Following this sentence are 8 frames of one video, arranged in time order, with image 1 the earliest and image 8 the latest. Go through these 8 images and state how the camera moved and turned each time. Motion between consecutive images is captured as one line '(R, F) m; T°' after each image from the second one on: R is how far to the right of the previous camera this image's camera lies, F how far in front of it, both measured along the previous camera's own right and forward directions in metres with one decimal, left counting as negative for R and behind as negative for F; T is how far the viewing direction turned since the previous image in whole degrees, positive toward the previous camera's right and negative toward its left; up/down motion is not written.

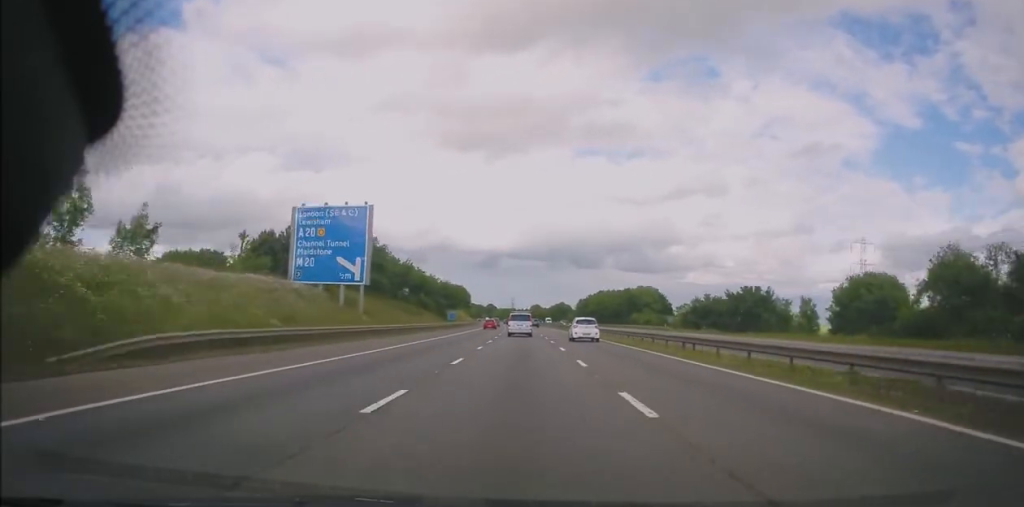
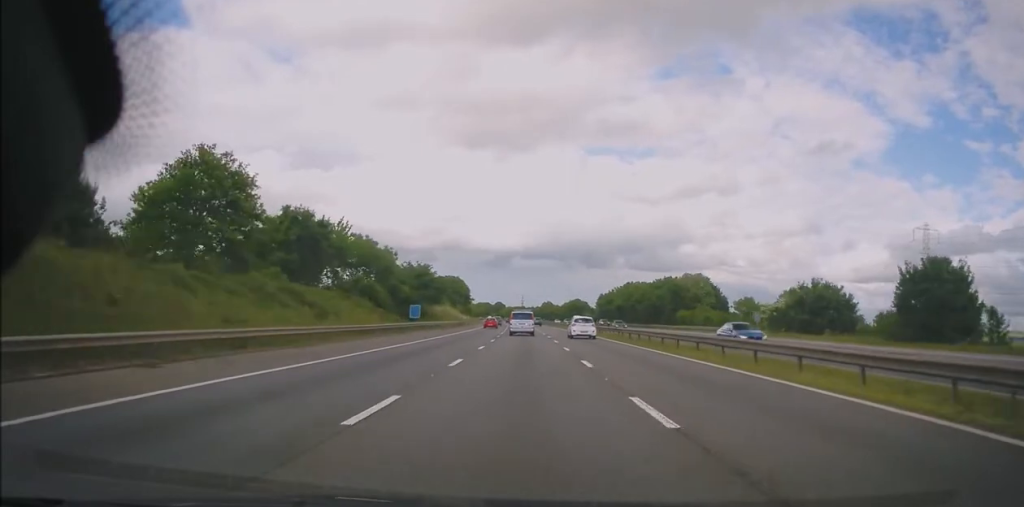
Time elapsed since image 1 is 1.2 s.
(-0.3, +36.8) m; -1°
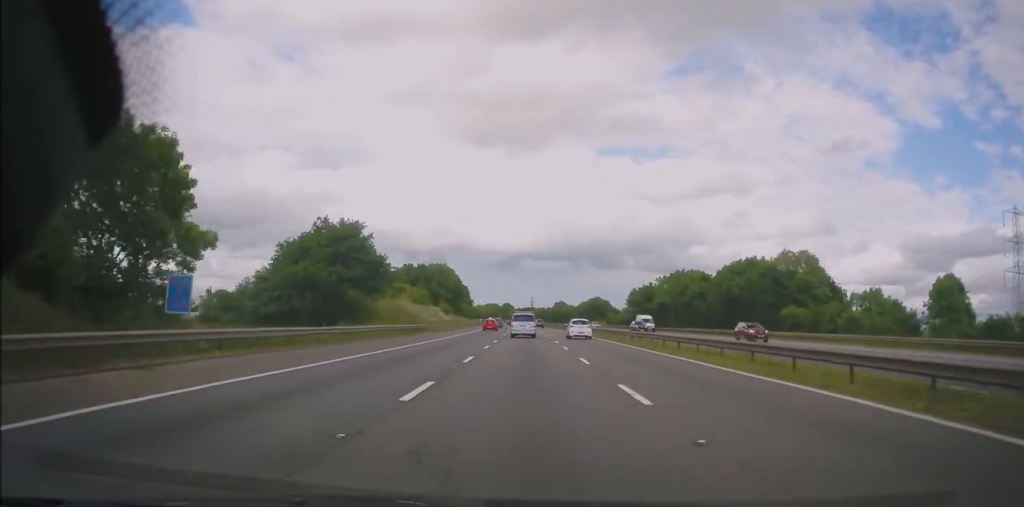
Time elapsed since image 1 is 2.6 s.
(-0.3, +42.3) m; -1°
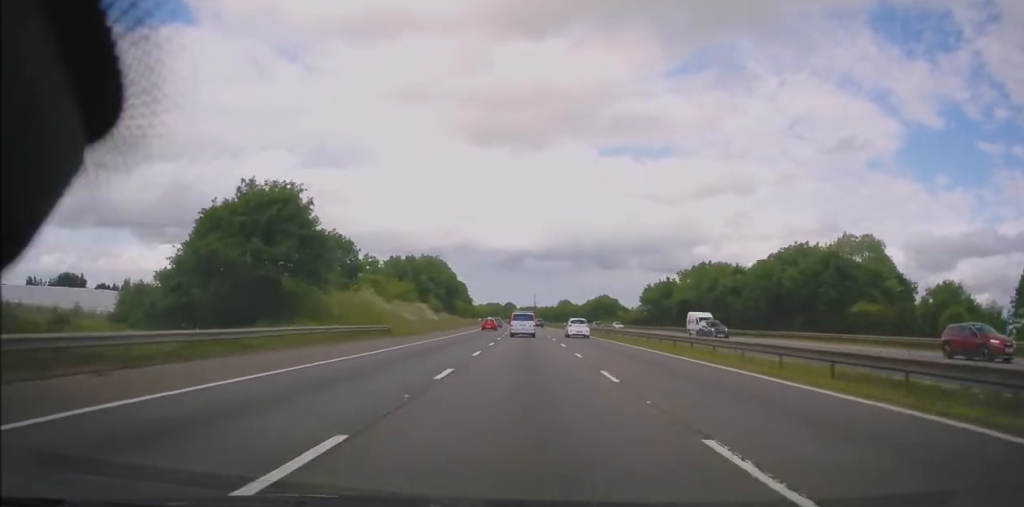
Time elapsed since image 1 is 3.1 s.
(-0.1, +15.0) m; 0°
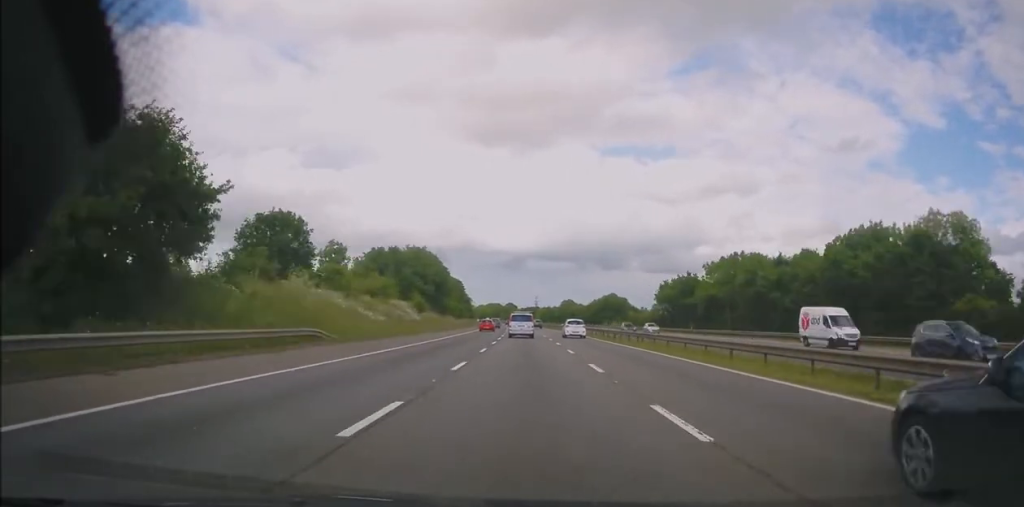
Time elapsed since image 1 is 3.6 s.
(-0.1, +14.9) m; 0°
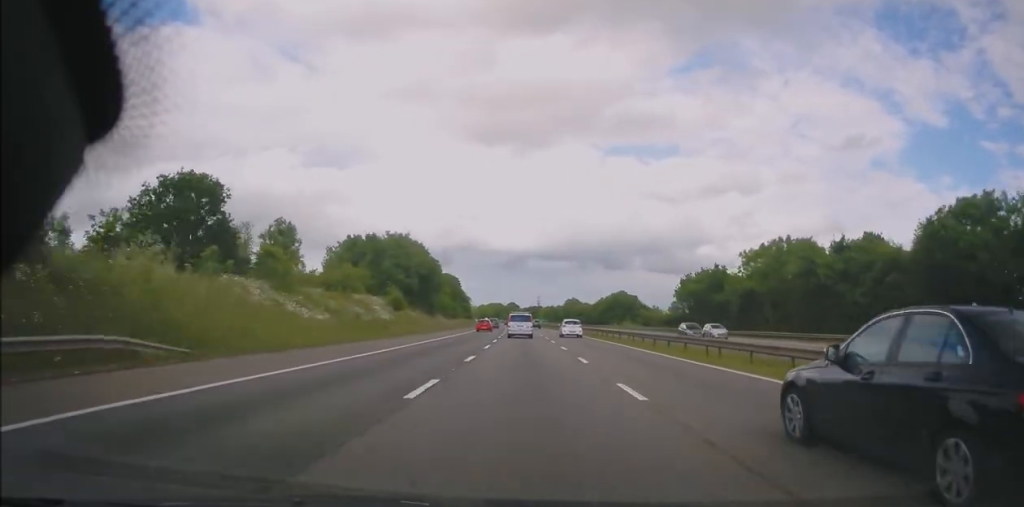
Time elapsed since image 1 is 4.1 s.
(0.0, +14.9) m; 0°
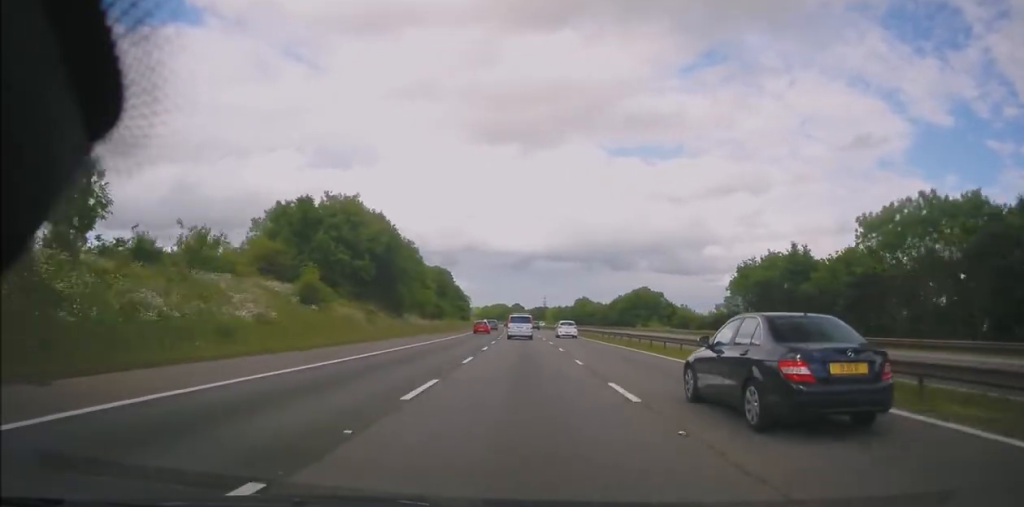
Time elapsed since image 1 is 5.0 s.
(-0.1, +26.8) m; -1°
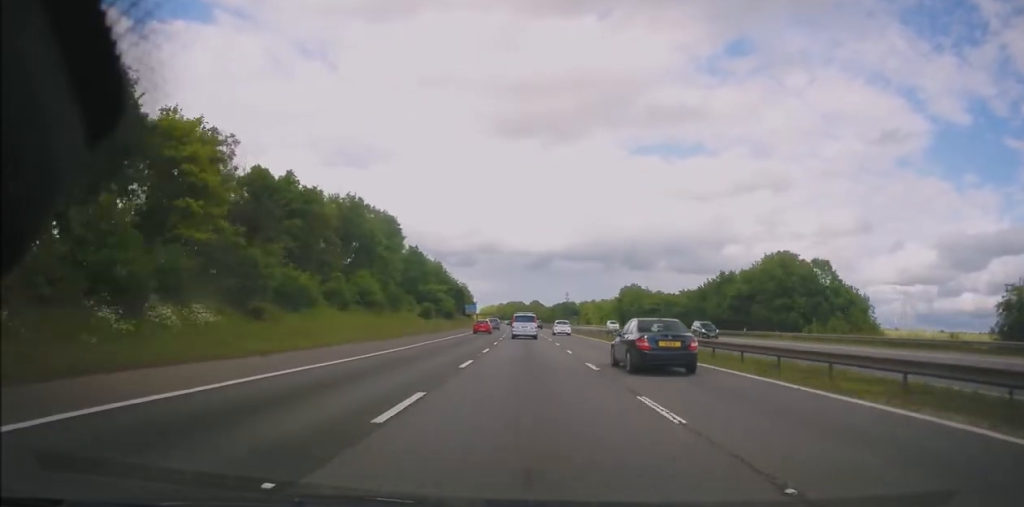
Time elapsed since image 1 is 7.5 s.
(-0.8, +74.4) m; -1°
